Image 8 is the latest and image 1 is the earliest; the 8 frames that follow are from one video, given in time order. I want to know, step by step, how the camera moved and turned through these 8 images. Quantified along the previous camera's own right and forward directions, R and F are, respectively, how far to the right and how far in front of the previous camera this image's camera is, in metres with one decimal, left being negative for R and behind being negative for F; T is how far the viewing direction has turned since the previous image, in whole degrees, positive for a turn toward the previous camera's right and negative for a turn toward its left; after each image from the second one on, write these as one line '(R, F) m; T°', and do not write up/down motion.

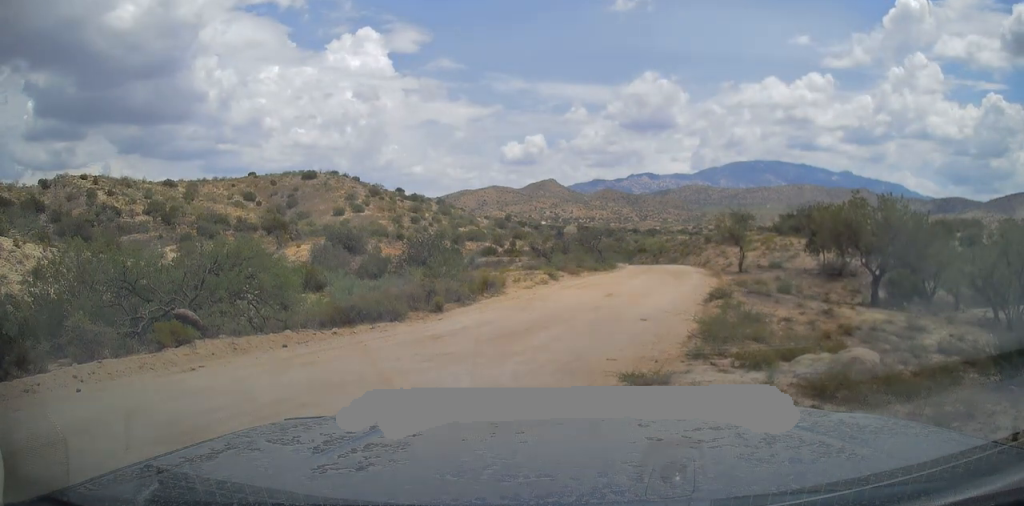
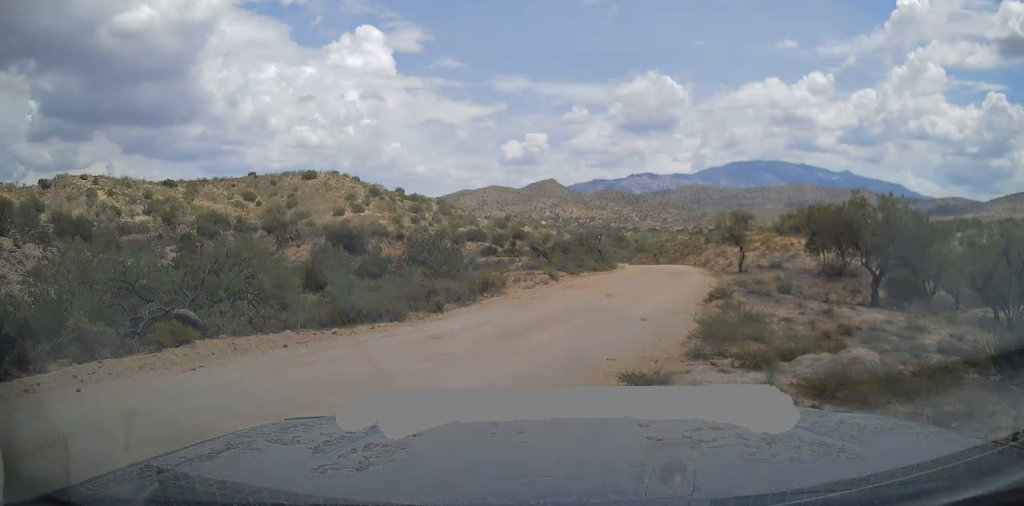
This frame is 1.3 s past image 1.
(0.0, 0.0) m; 0°
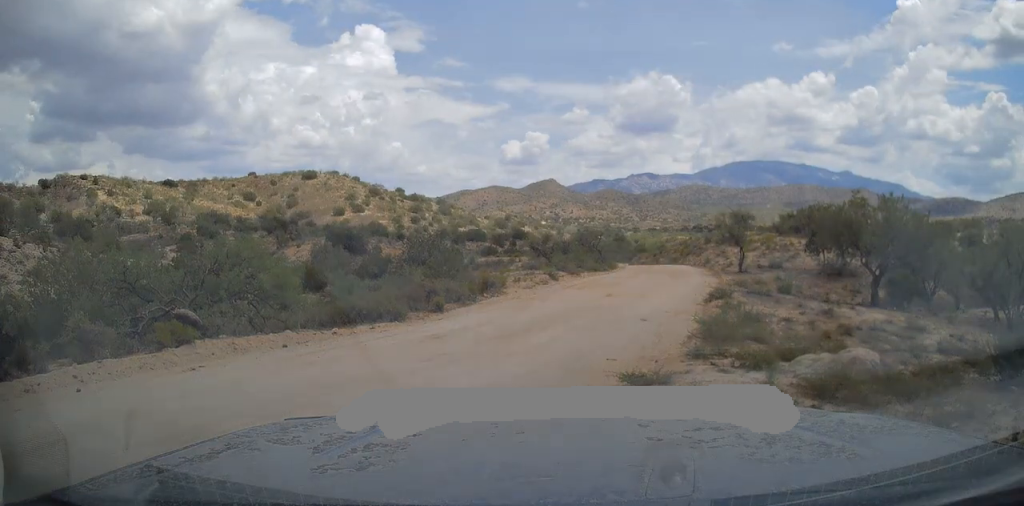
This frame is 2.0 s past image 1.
(0.0, 0.0) m; 0°
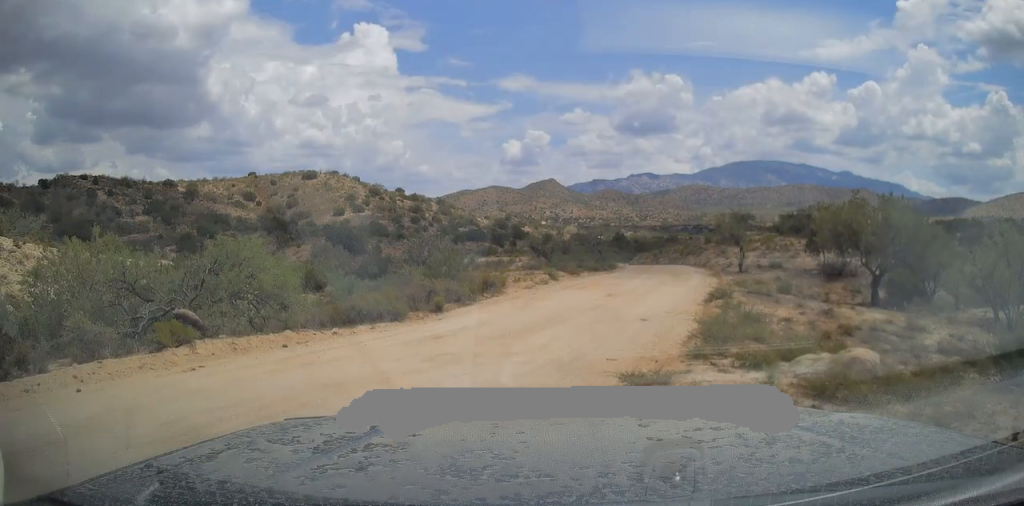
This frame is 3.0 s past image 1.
(0.0, 0.0) m; 0°
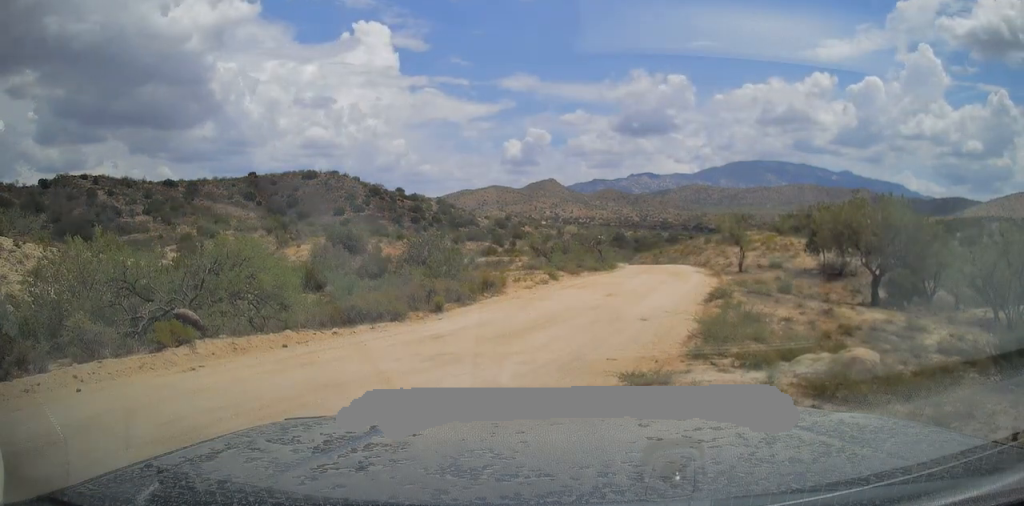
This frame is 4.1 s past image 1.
(0.0, 0.0) m; 0°
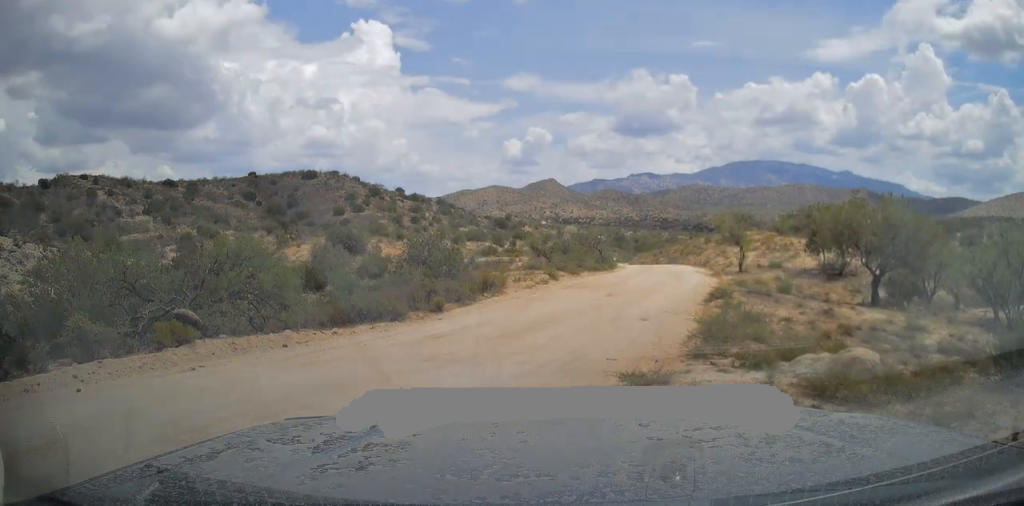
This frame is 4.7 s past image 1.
(0.0, 0.0) m; 0°
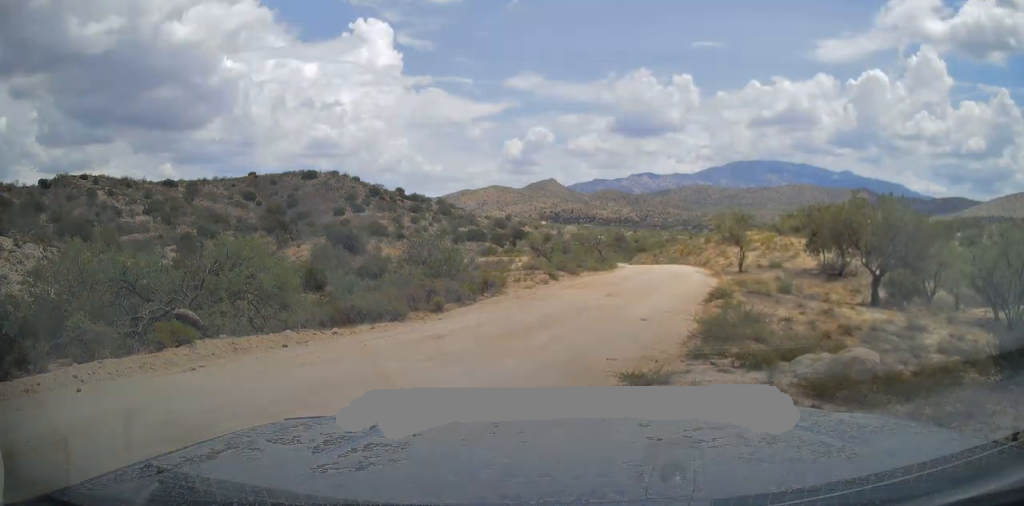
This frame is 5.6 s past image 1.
(0.0, 0.0) m; 0°
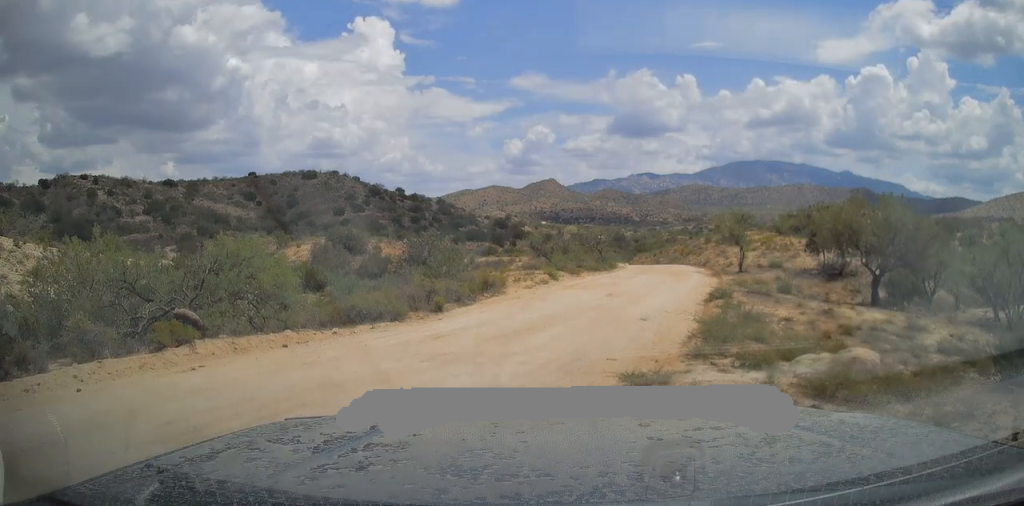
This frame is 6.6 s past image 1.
(0.0, 0.0) m; 0°
